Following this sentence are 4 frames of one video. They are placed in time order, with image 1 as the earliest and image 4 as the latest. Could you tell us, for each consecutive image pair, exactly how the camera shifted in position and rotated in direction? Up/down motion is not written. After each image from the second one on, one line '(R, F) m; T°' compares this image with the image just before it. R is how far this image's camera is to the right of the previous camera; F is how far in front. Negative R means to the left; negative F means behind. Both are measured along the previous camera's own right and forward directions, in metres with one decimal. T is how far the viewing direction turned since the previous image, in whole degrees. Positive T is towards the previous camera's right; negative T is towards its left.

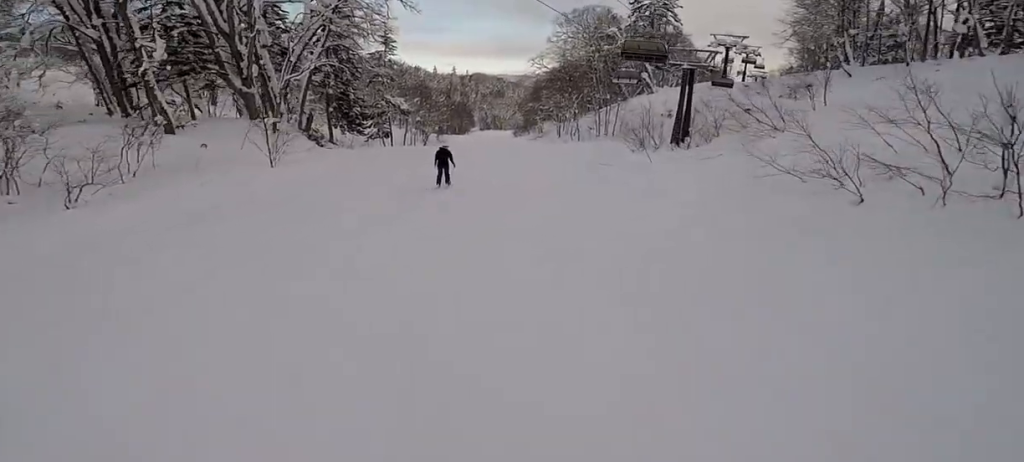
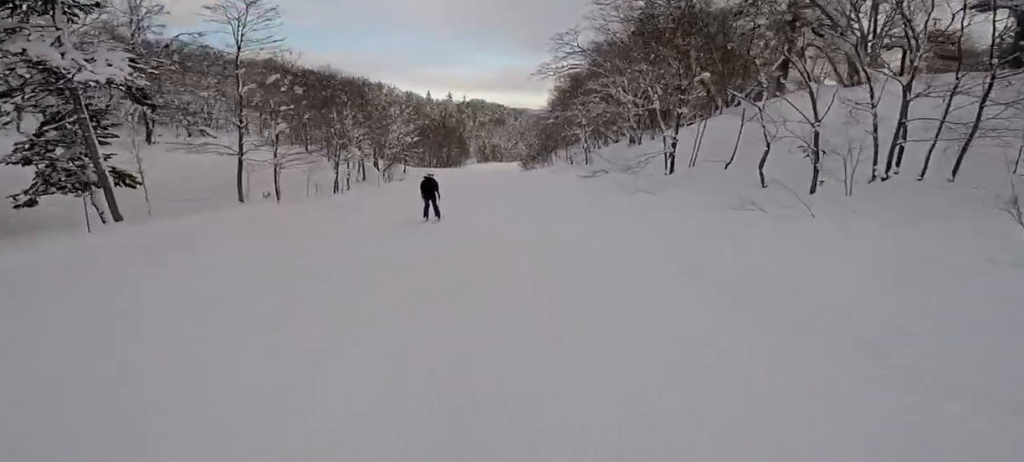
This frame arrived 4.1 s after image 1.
(-1.6, +42.3) m; -1°
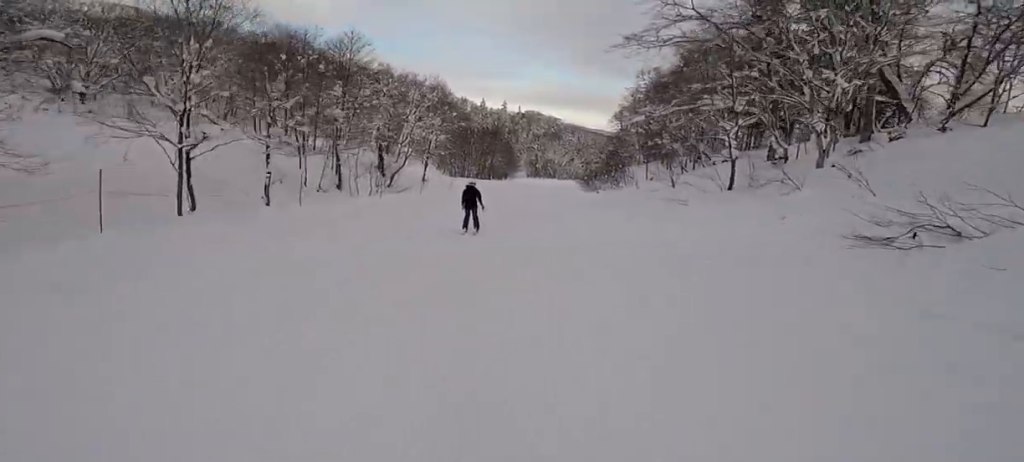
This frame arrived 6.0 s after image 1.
(-1.1, +20.2) m; -3°
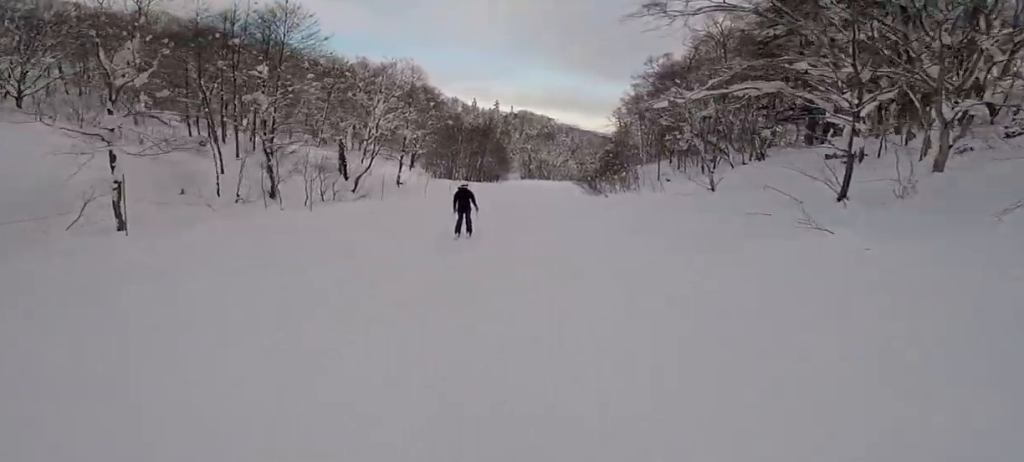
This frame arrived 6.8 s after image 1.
(+0.7, +7.8) m; 0°
